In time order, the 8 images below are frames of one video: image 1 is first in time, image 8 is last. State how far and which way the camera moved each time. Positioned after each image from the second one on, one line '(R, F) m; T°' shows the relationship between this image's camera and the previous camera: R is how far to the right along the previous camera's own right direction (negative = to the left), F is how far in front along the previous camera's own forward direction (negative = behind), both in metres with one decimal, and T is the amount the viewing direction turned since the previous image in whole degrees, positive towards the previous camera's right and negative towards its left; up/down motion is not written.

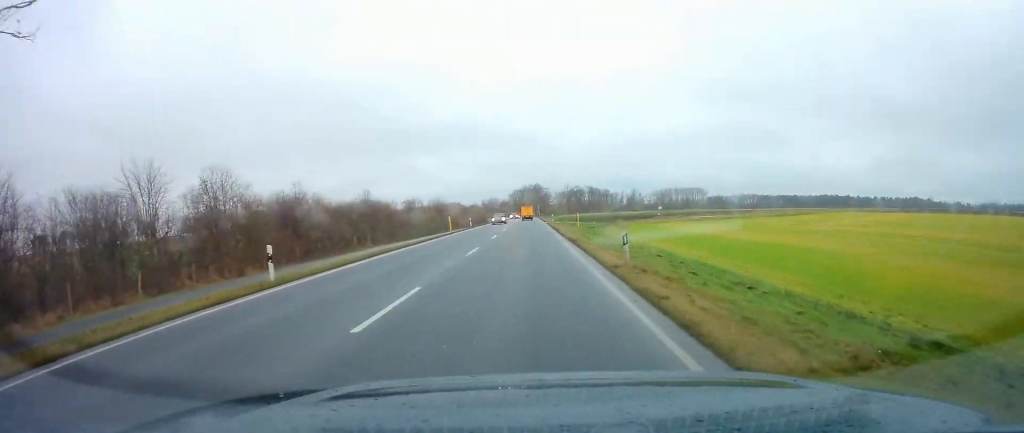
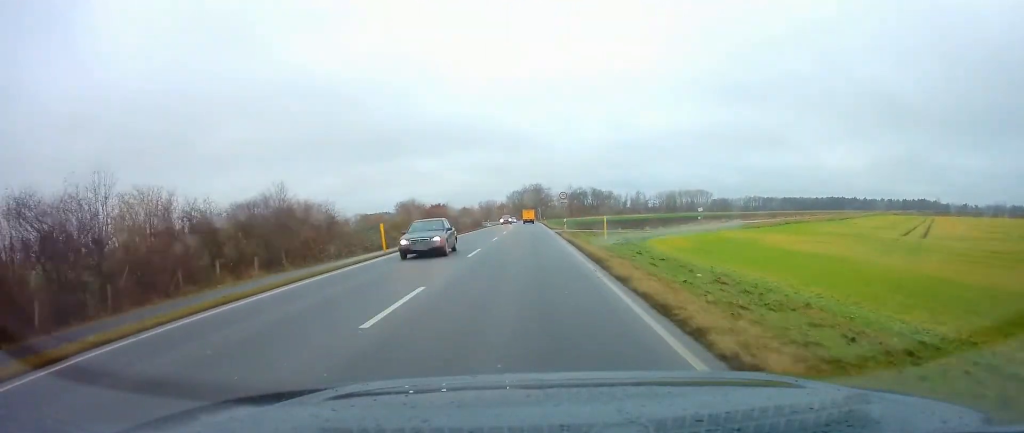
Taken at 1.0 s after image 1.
(-0.5, +23.7) m; -1°
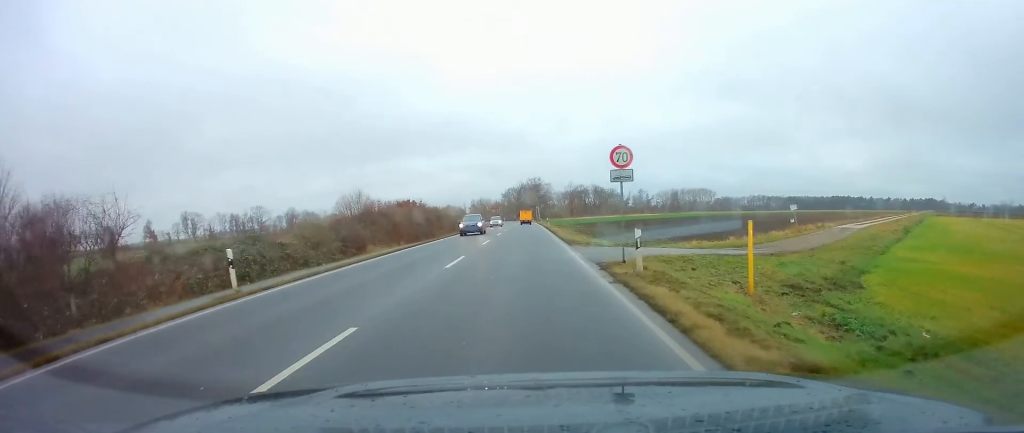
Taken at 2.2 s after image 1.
(+0.2, +28.2) m; +1°
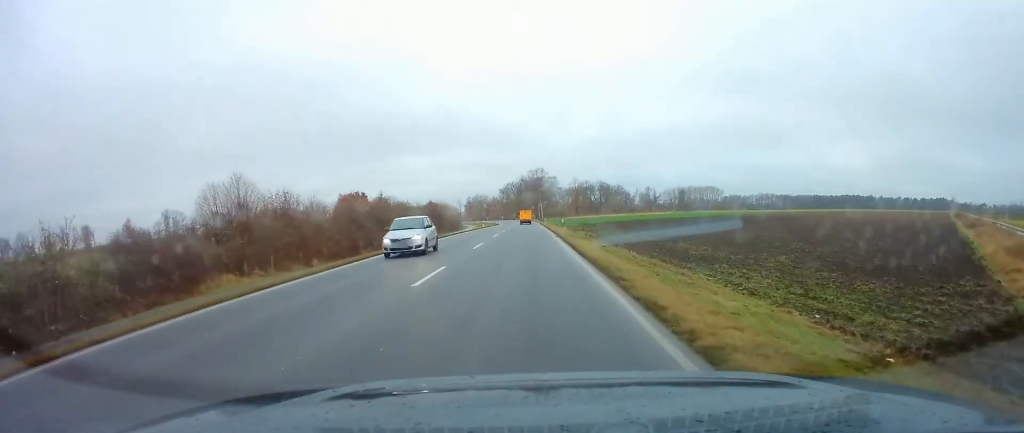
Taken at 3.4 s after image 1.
(+0.2, +28.1) m; +1°
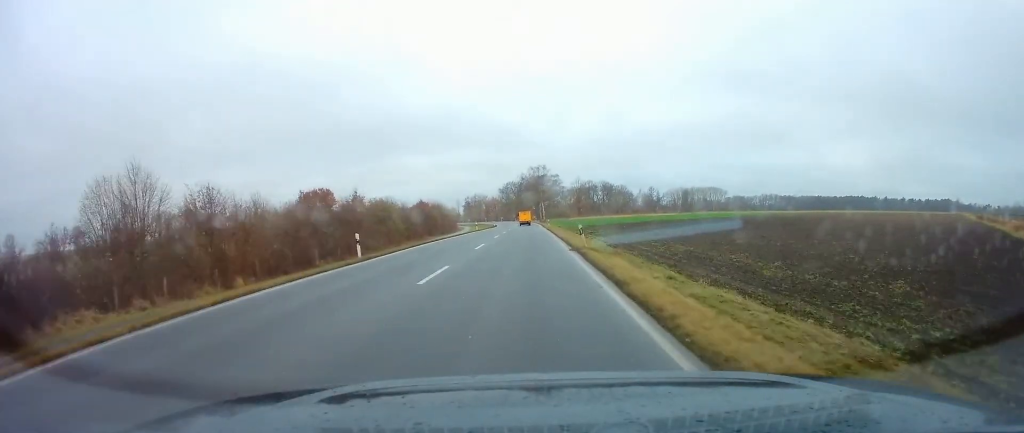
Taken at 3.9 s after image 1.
(0.0, +11.3) m; 0°
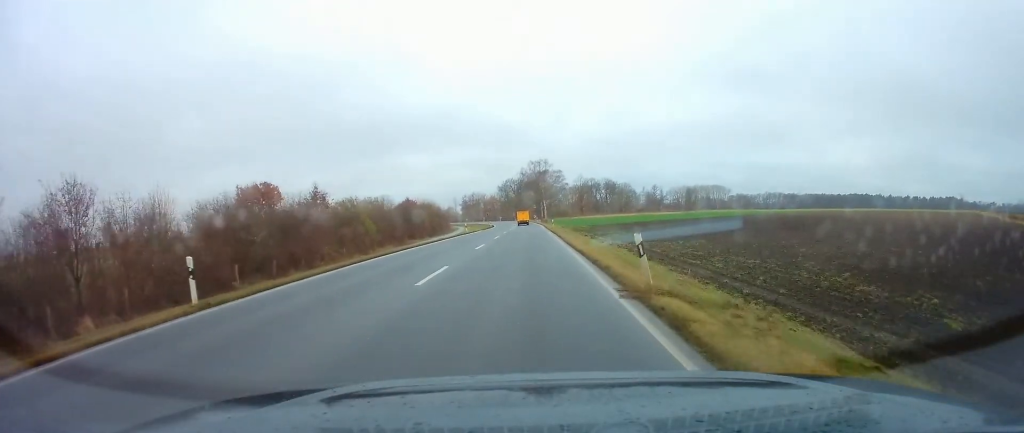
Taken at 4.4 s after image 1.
(0.0, +12.1) m; -1°
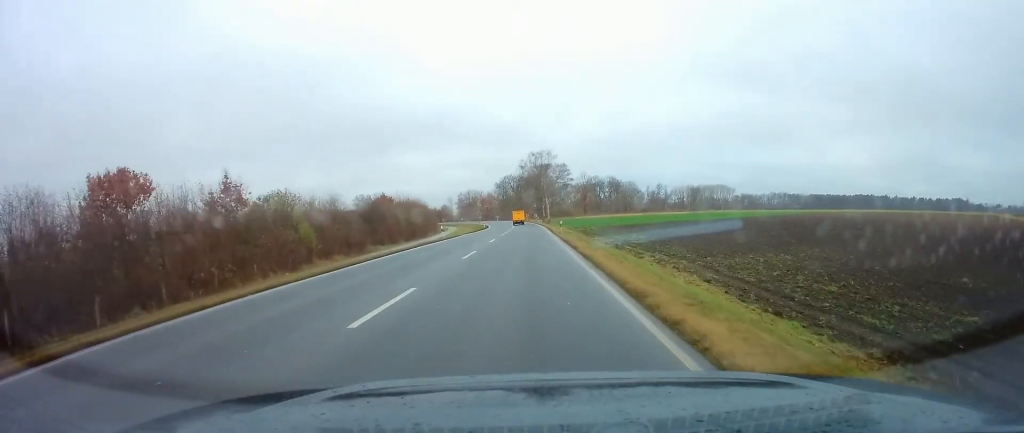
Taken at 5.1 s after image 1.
(-0.1, +16.3) m; -1°
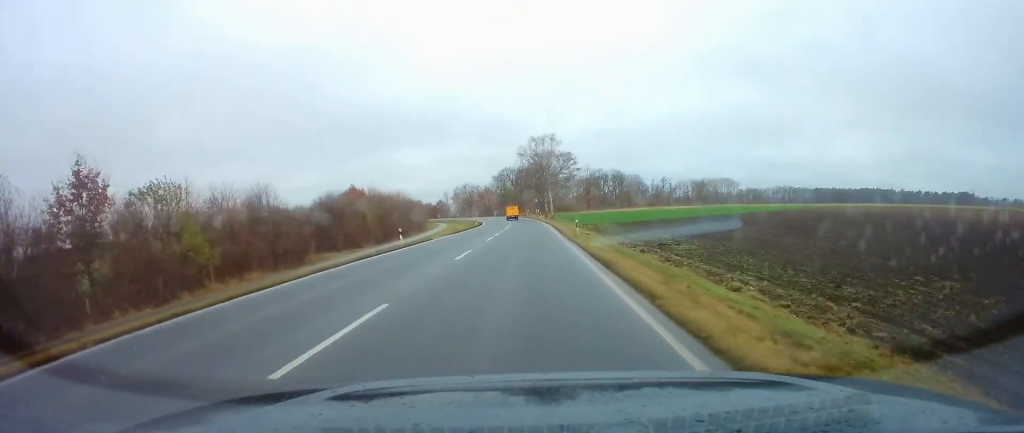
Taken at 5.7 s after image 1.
(-0.1, +14.4) m; 0°
